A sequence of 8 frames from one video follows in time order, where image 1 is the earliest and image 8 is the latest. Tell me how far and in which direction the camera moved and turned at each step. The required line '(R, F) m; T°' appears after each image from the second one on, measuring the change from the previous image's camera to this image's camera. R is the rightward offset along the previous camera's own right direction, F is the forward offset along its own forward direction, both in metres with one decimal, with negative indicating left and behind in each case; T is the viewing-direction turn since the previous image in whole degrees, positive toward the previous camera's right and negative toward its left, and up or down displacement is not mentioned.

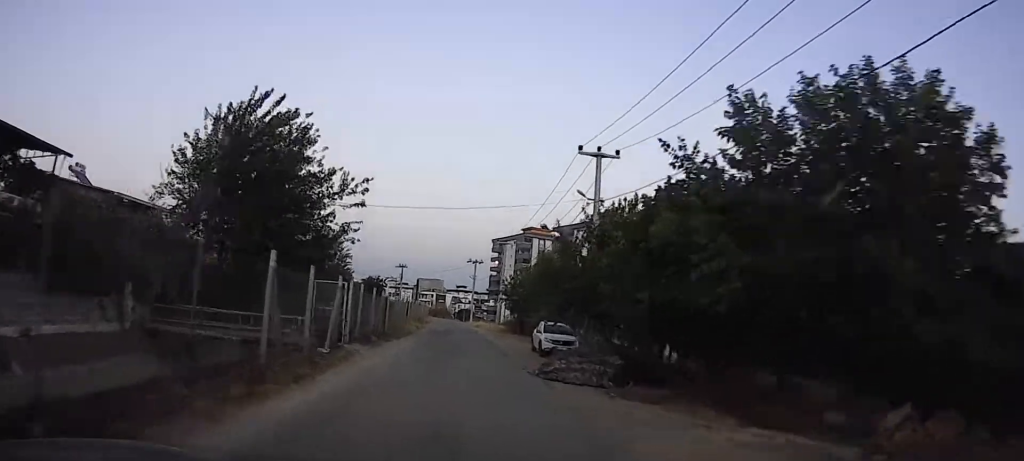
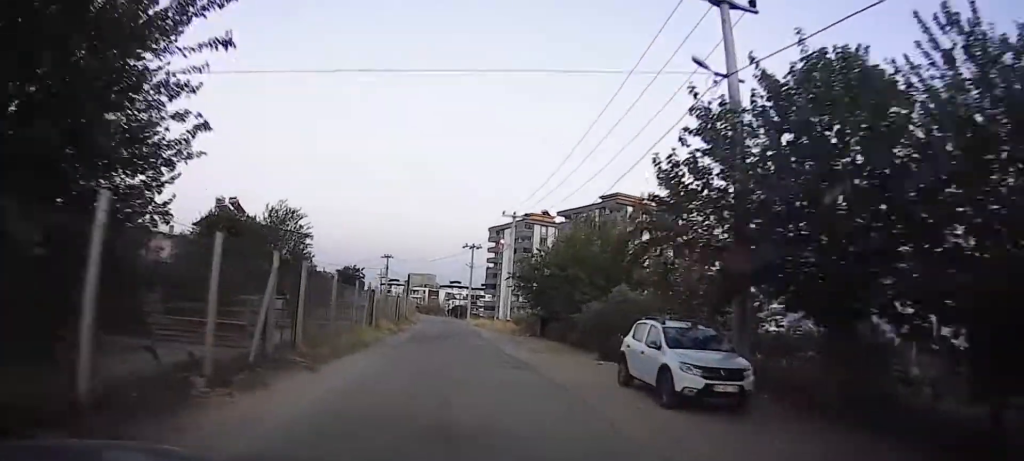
(+0.9, +16.0) m; +7°
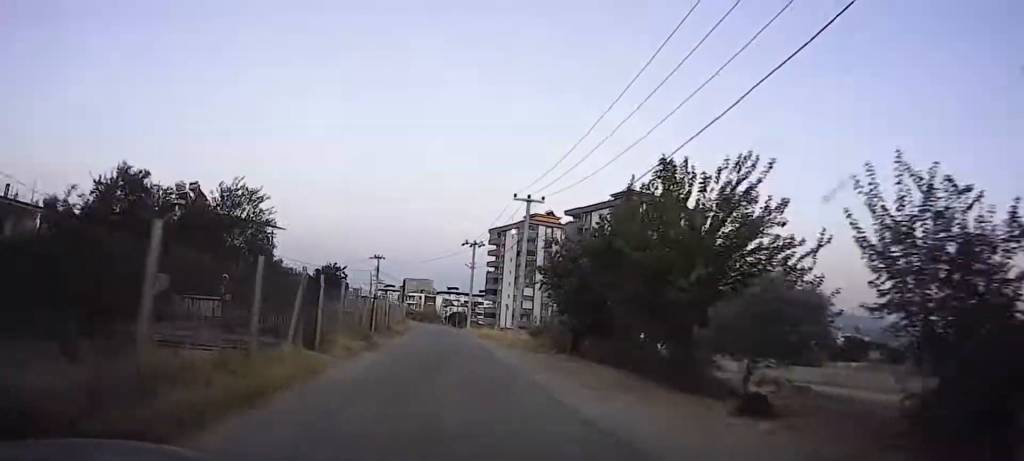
(+0.7, +12.5) m; +3°
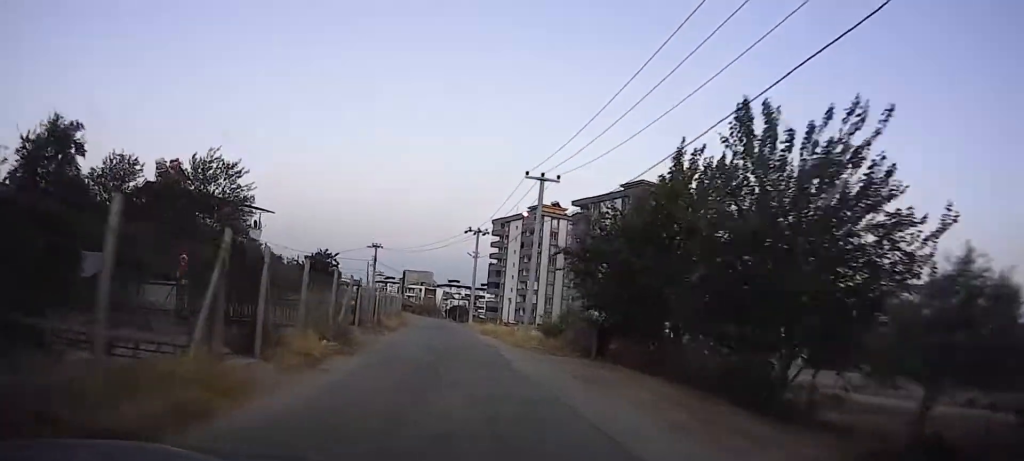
(0.0, +6.1) m; +1°
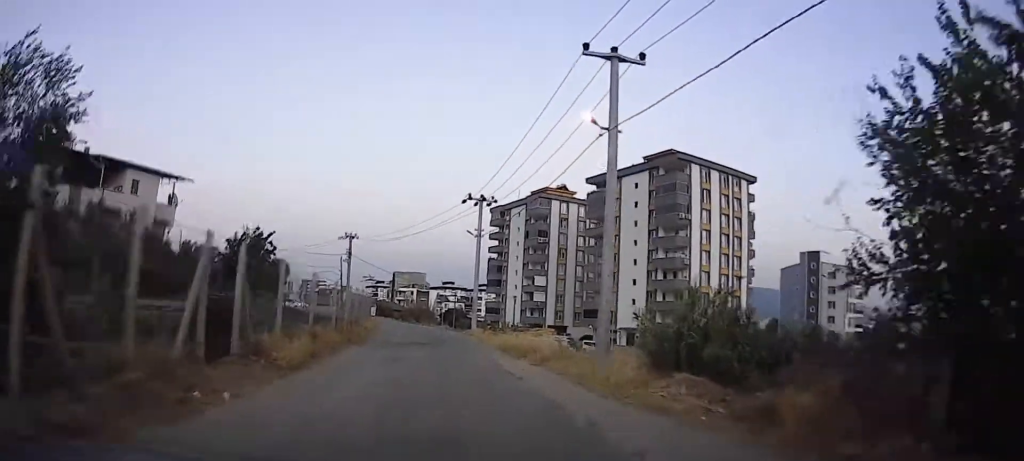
(+0.9, +21.2) m; +4°
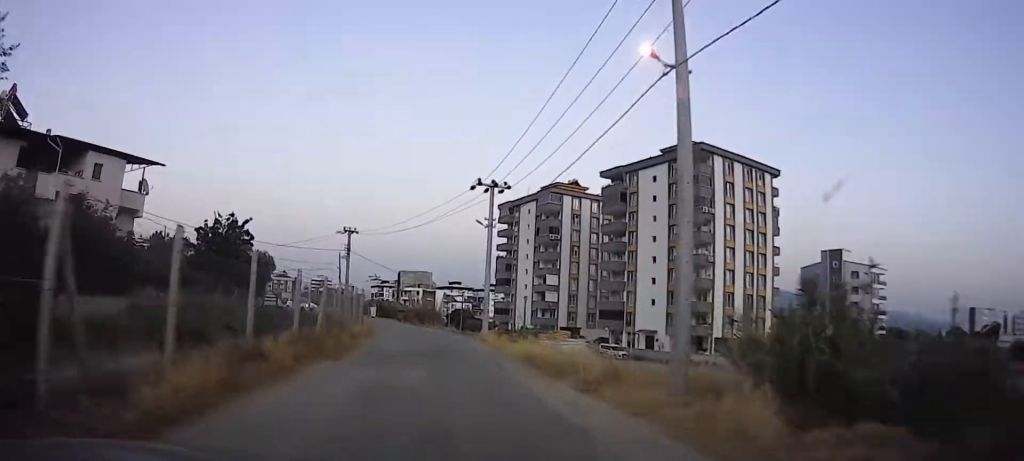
(0.0, +5.8) m; 0°
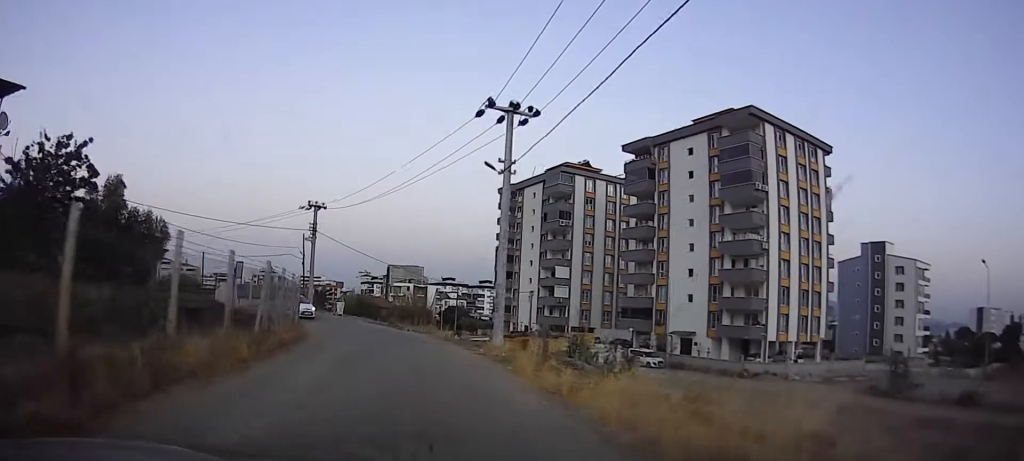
(-0.4, +15.3) m; 0°
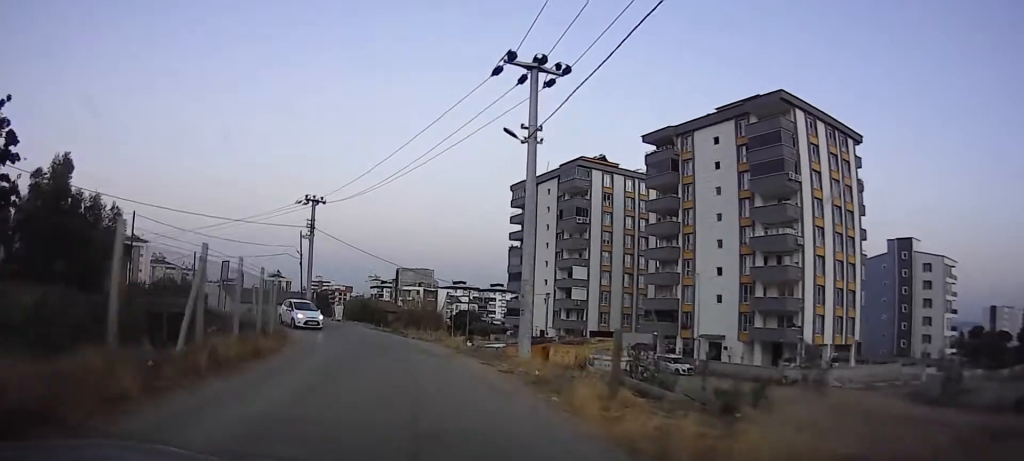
(-0.1, +5.0) m; +1°
